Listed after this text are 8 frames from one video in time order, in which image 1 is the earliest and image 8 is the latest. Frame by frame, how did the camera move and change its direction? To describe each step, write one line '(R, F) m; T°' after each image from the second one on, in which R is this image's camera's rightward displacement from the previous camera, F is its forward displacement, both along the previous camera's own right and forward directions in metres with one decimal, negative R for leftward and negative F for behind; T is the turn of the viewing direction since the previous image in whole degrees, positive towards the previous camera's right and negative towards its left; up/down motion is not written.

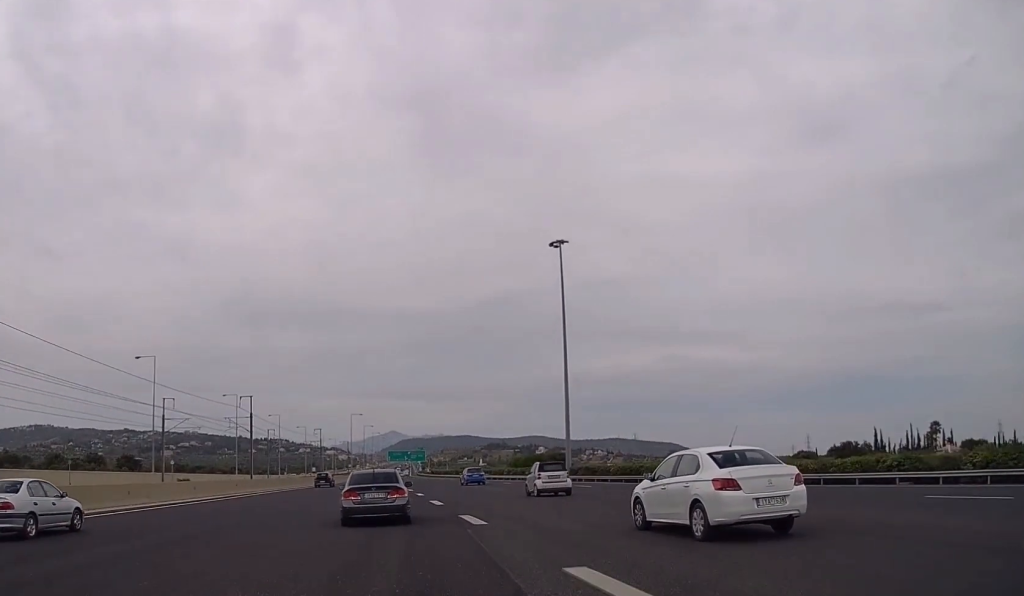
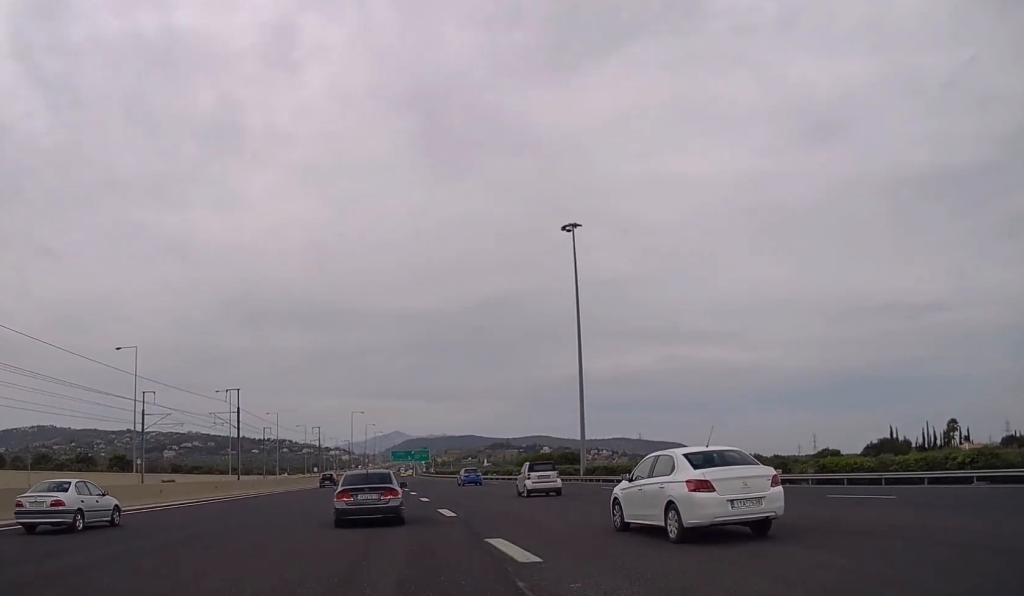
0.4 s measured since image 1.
(0.0, +7.7) m; 0°
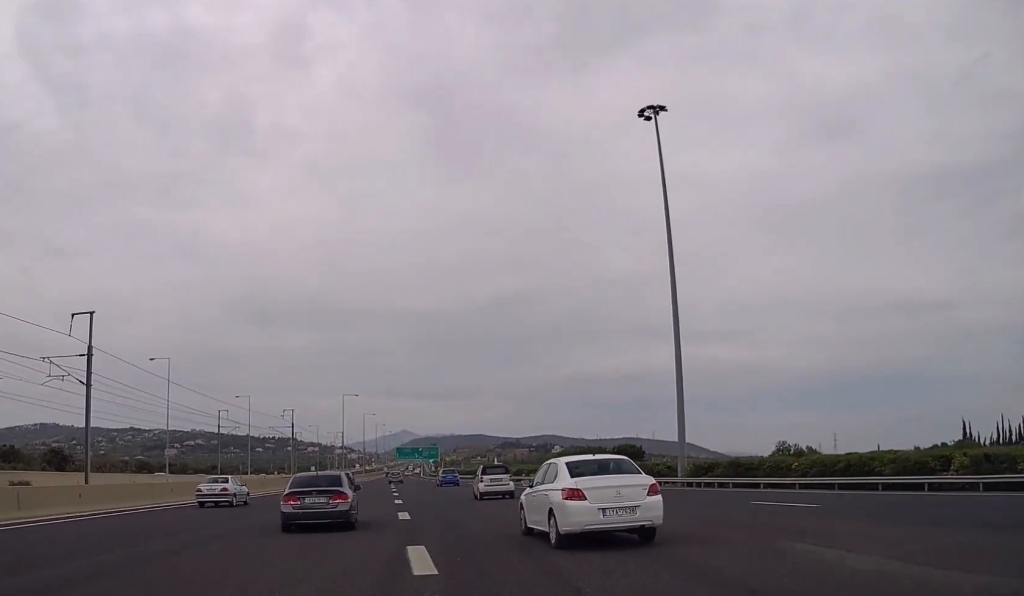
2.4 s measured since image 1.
(-0.1, +37.5) m; 0°
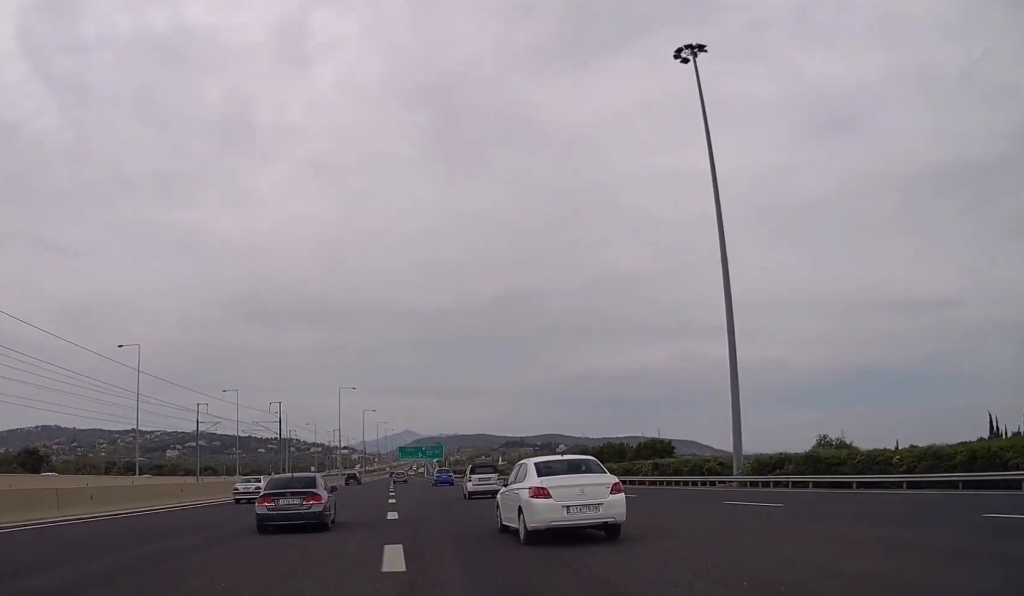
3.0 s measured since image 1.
(0.0, +11.9) m; 0°
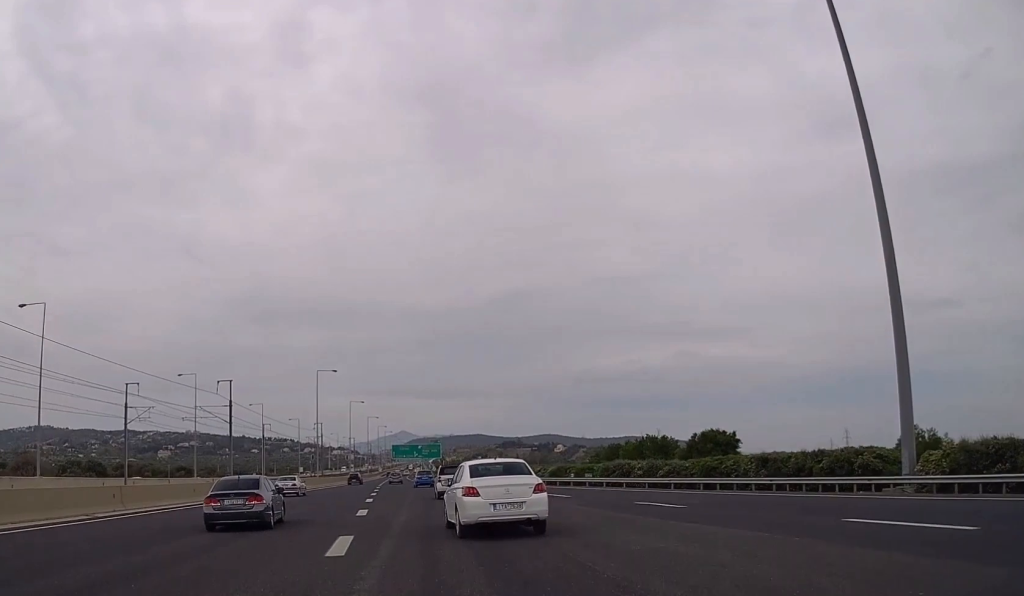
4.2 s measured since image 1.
(0.0, +21.8) m; 0°
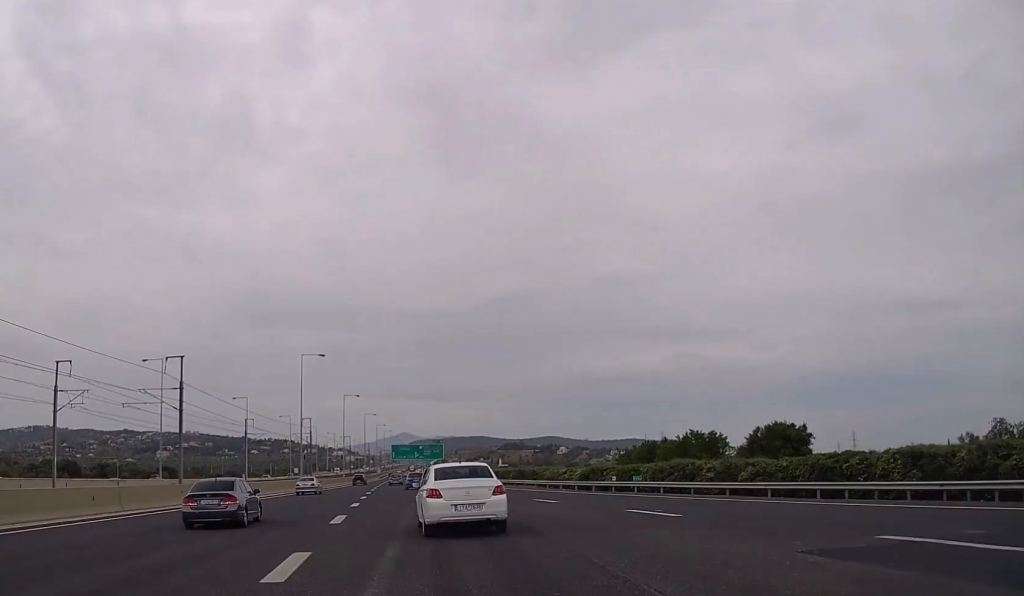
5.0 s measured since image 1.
(-0.2, +14.9) m; 0°
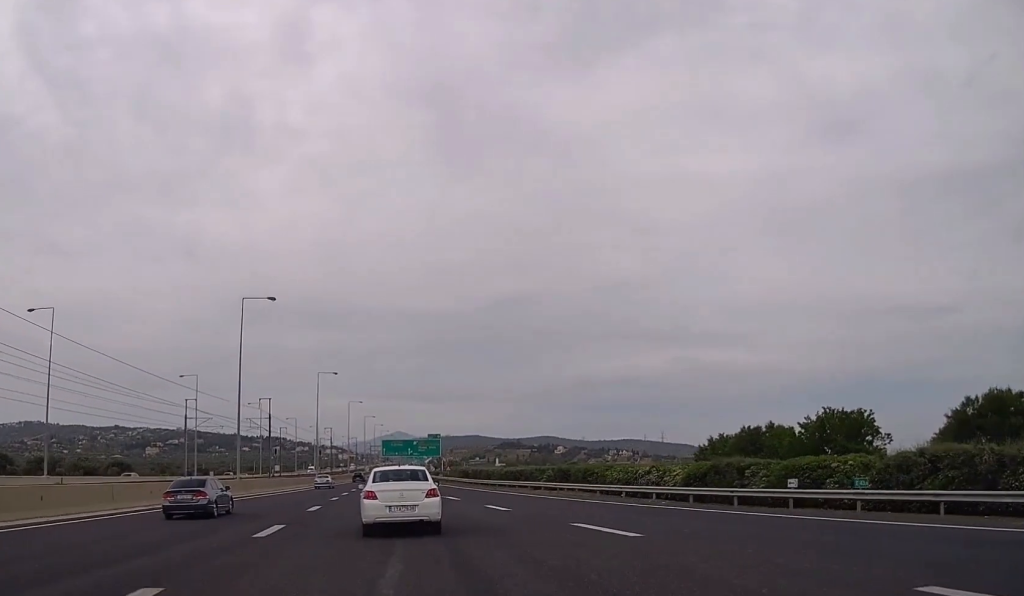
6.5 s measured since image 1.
(+0.2, +29.5) m; 0°
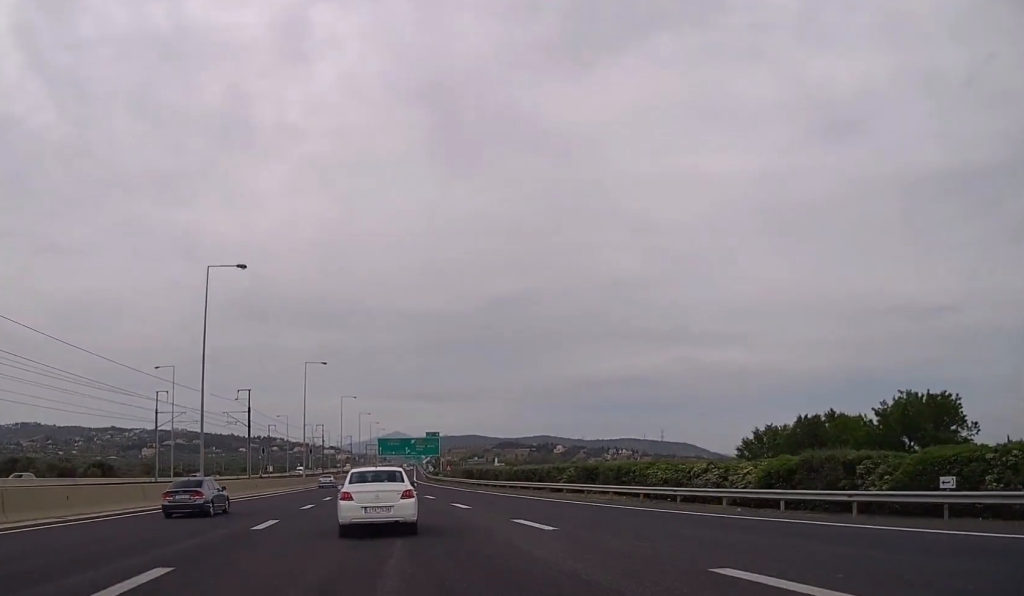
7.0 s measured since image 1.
(0.0, +9.5) m; 0°
